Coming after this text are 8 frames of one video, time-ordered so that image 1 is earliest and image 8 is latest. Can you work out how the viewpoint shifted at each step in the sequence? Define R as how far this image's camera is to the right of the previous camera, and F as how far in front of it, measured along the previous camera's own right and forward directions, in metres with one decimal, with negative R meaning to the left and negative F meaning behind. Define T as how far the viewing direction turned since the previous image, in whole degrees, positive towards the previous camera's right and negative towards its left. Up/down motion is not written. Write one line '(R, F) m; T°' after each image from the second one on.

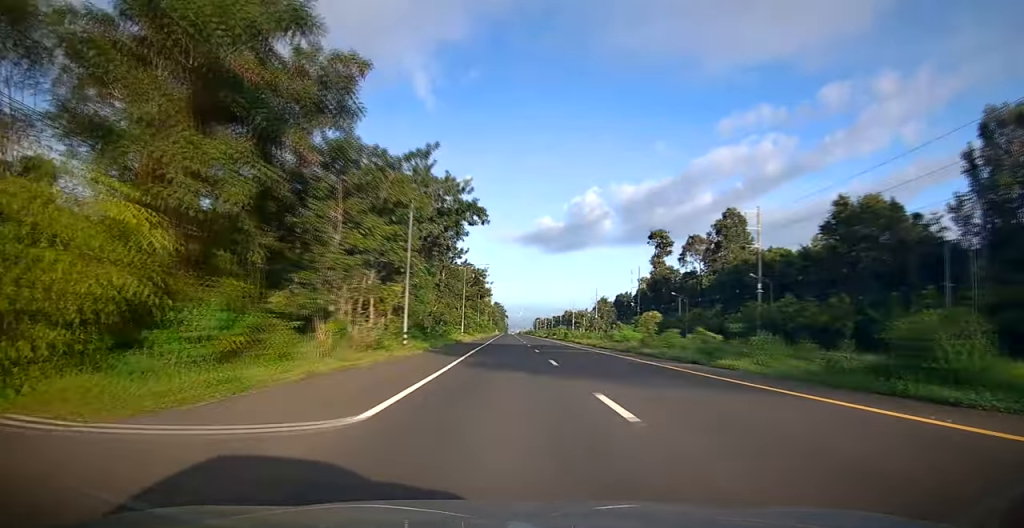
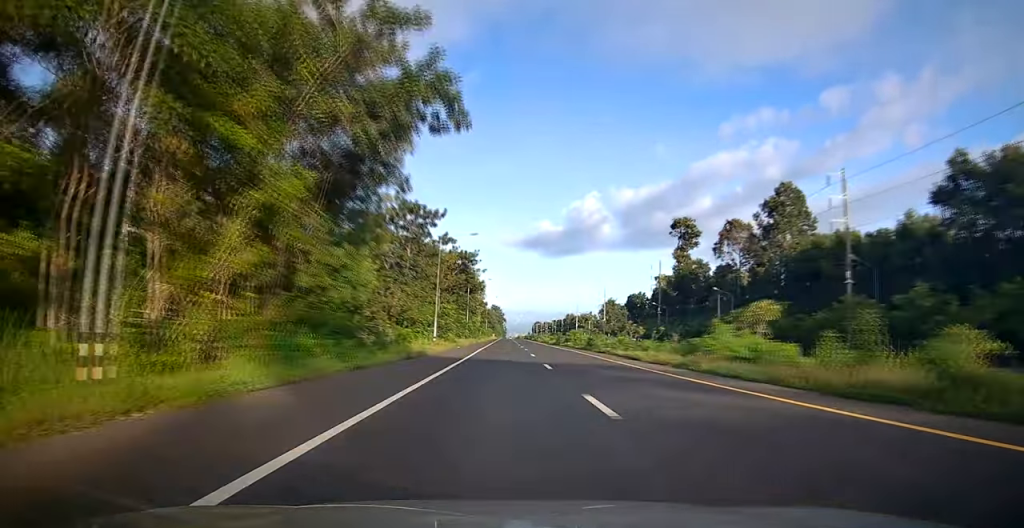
(-0.4, +23.4) m; -1°
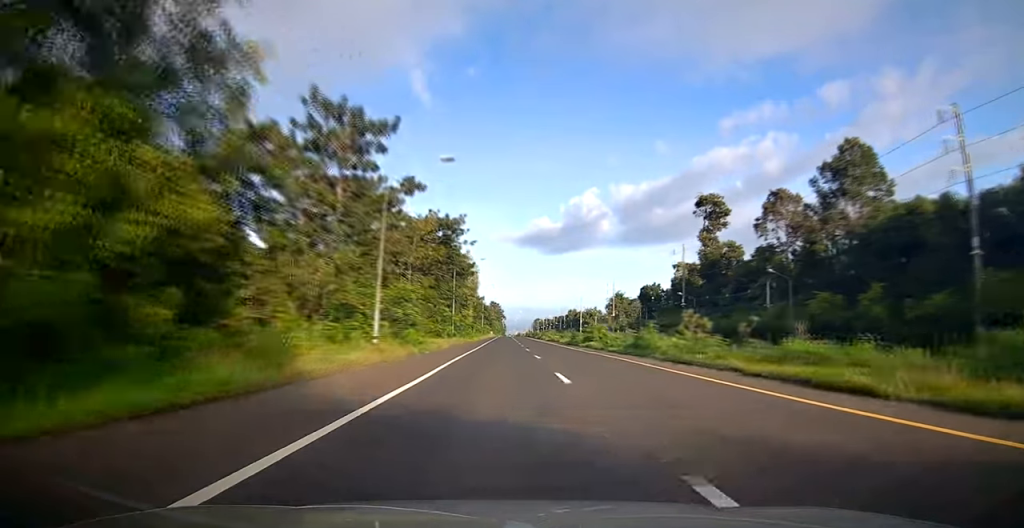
(0.0, +19.3) m; +1°
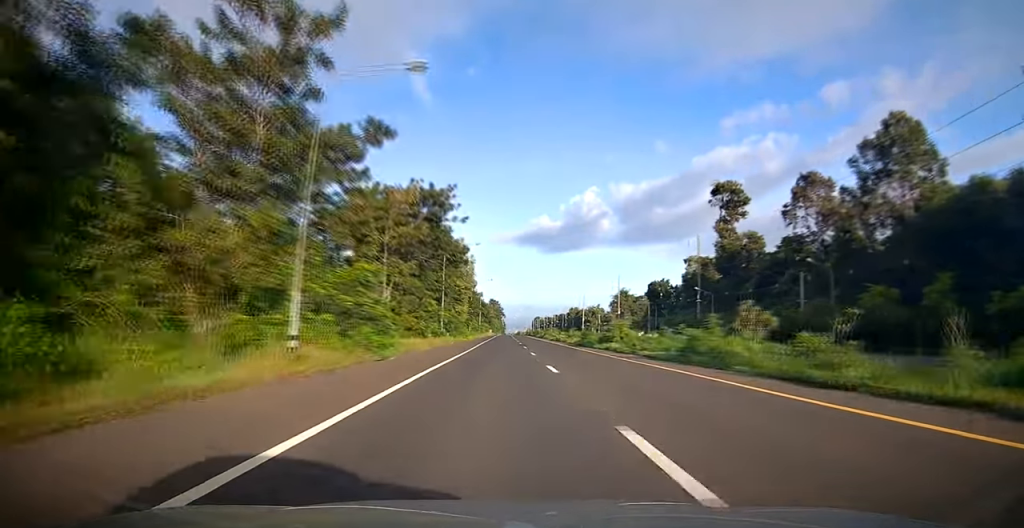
(0.0, +9.6) m; 0°
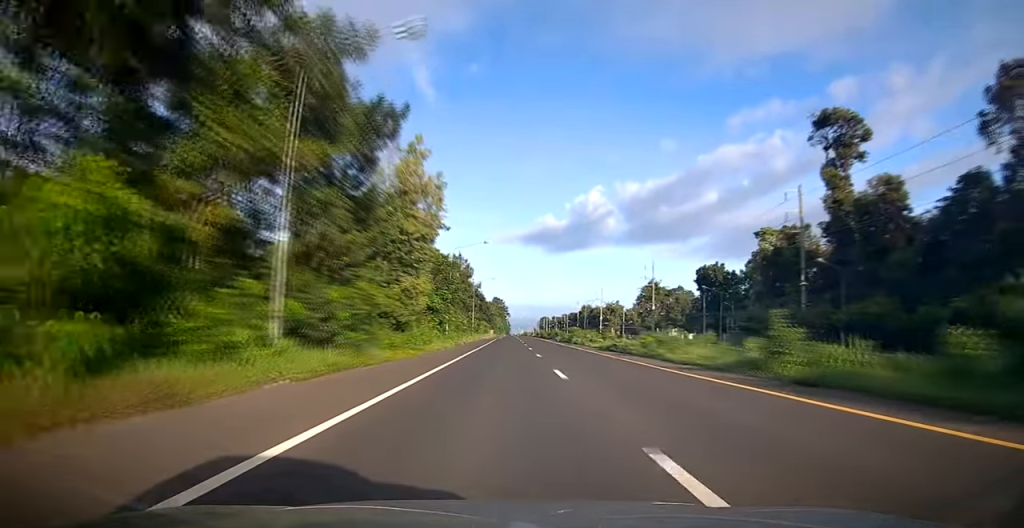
(-0.1, +37.9) m; 0°
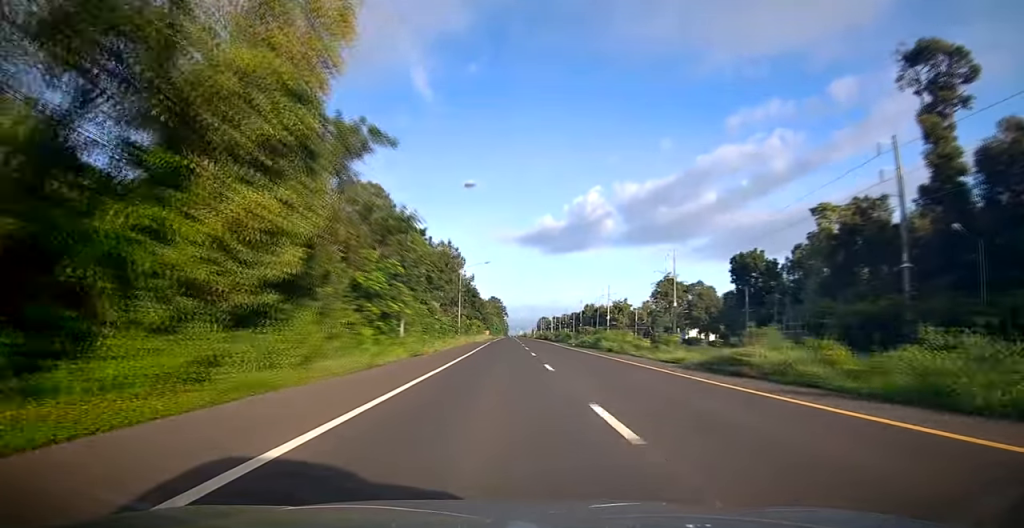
(+0.3, +20.2) m; 0°
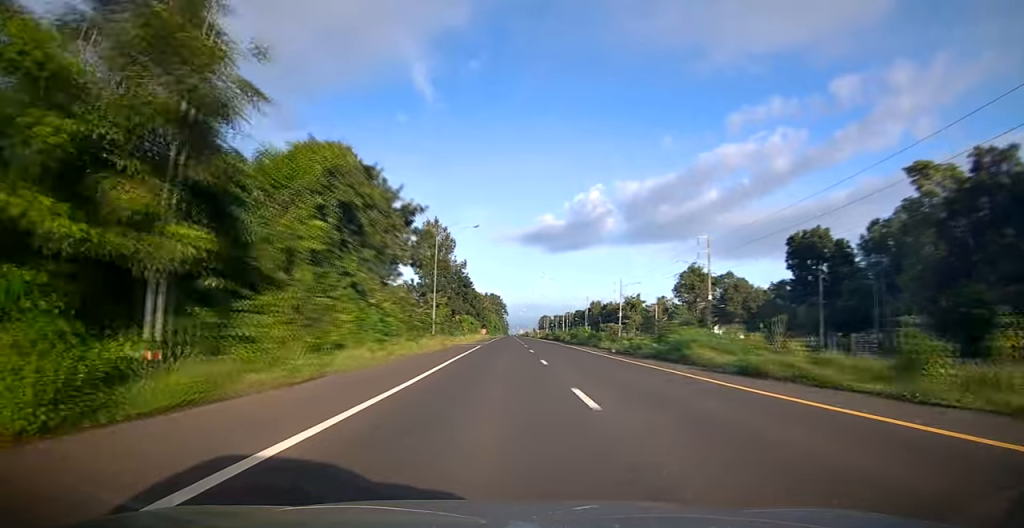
(-0.3, +21.7) m; 0°
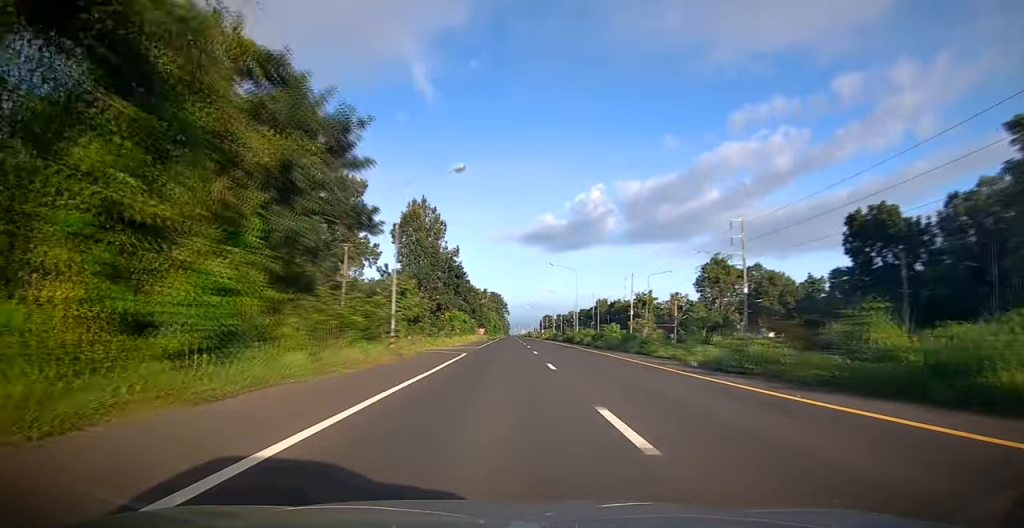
(+0.4, +15.4) m; +1°
